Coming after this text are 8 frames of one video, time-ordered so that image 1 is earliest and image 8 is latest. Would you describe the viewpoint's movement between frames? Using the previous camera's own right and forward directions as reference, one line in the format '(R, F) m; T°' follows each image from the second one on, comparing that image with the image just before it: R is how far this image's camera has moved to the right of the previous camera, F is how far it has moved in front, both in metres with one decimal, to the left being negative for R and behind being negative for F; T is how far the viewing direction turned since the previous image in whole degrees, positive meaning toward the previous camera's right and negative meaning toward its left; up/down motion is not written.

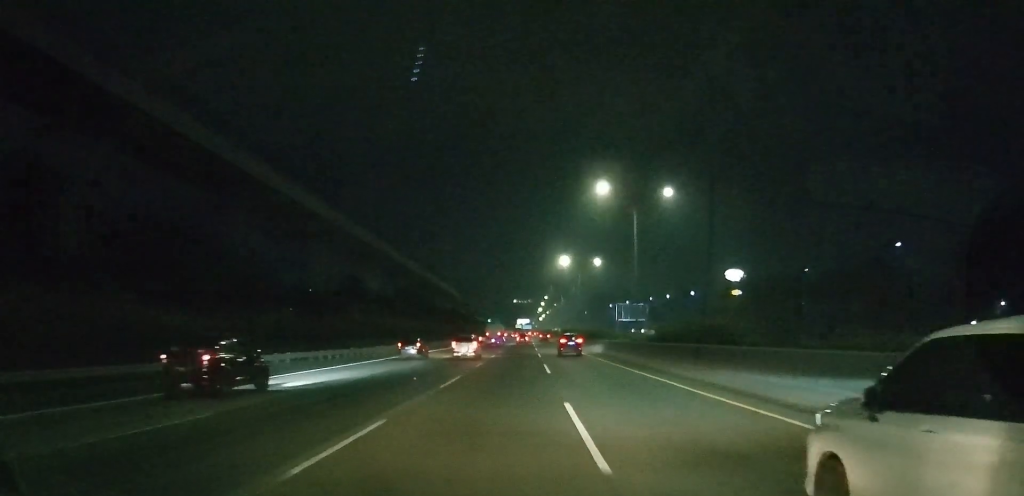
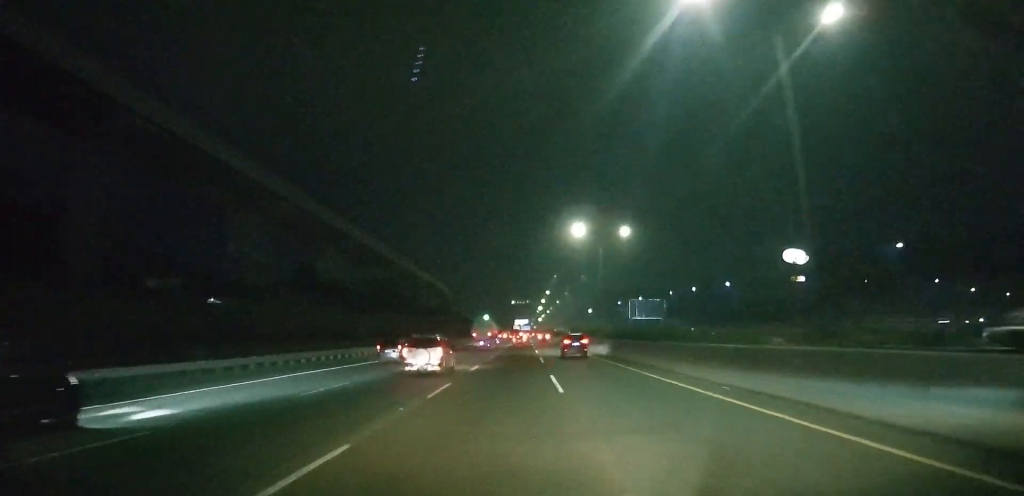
(+0.3, +30.1) m; +1°
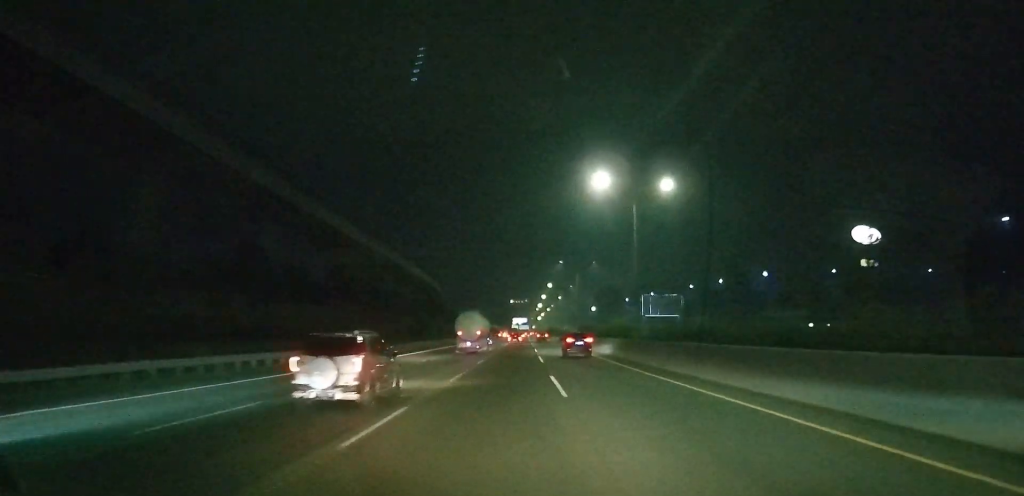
(+0.2, +23.1) m; 0°
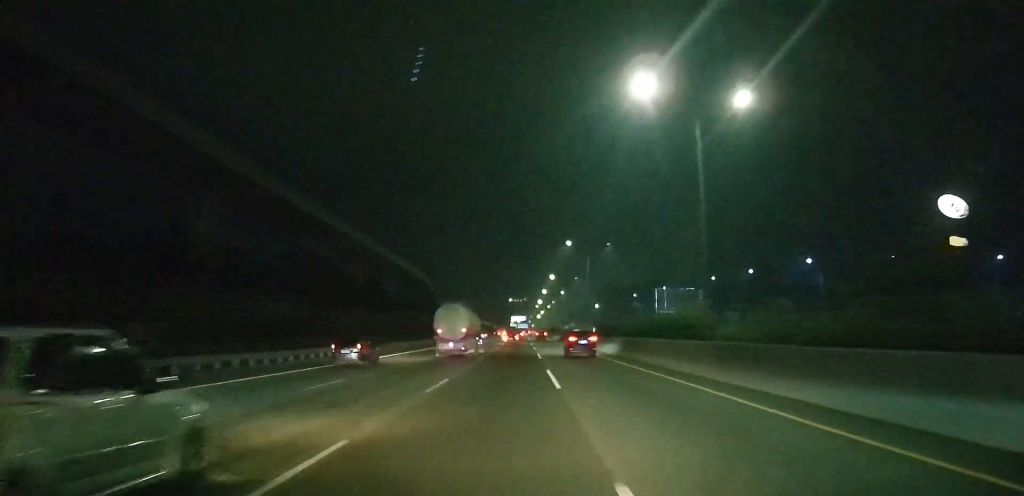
(0.0, +20.3) m; 0°
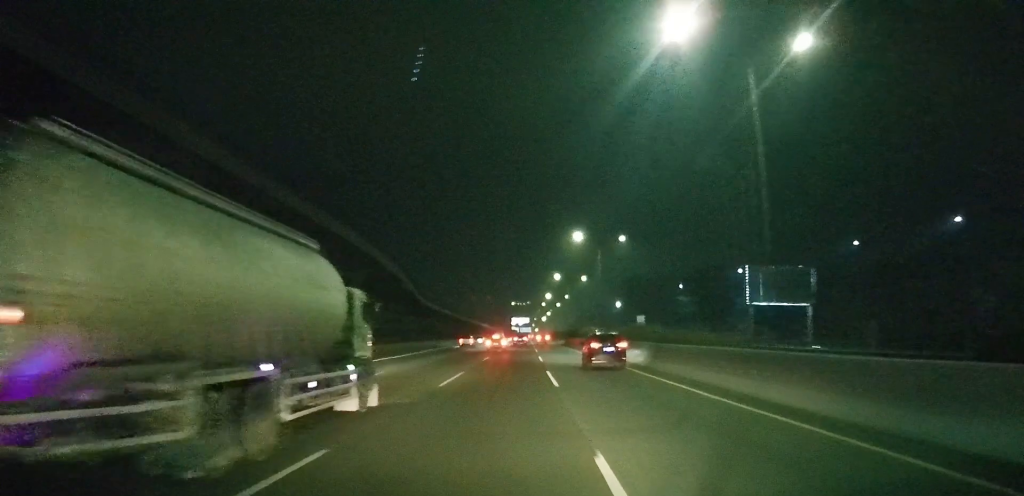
(-0.6, +69.4) m; -1°
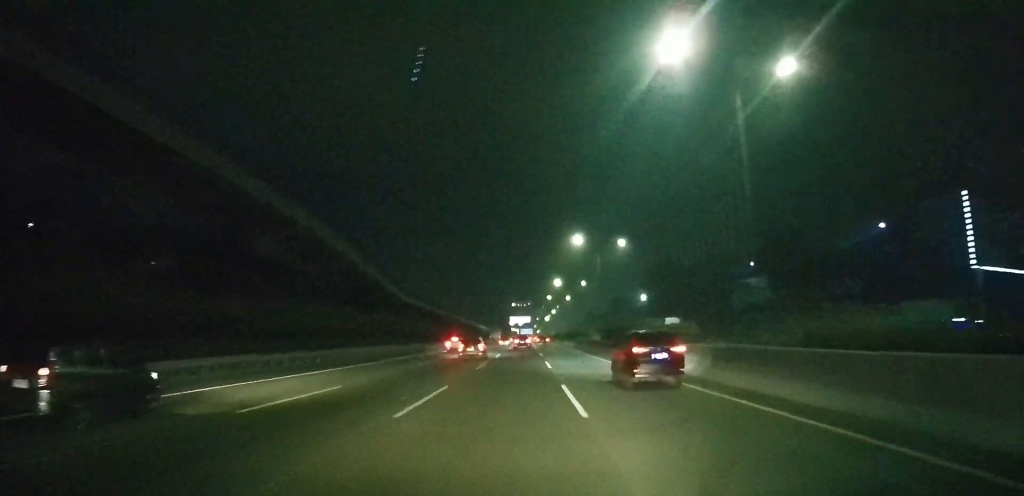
(-0.1, +52.3) m; 0°
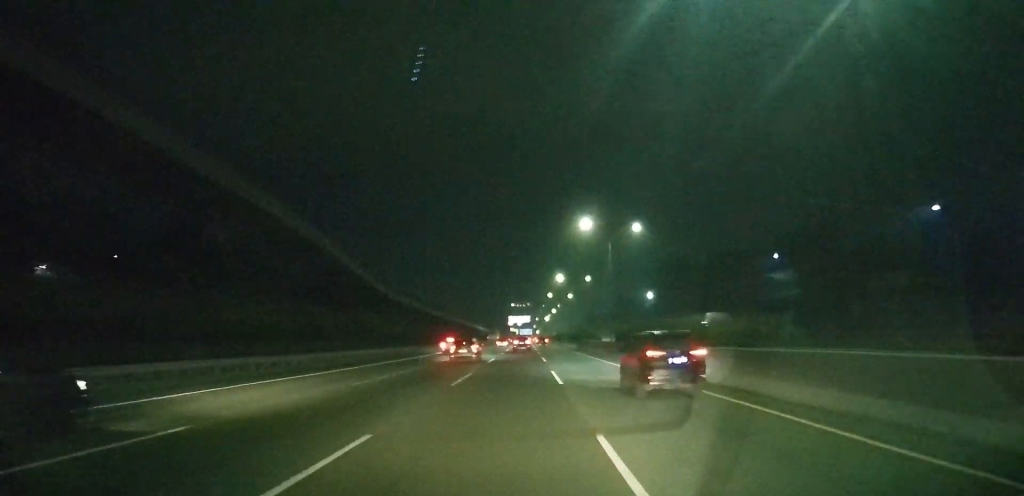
(0.0, +11.0) m; 0°
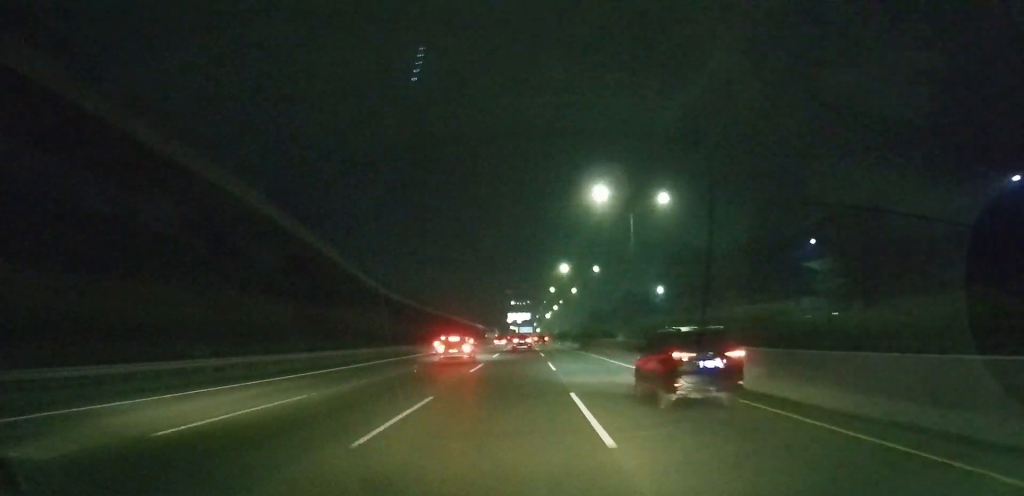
(0.0, +12.9) m; 0°
